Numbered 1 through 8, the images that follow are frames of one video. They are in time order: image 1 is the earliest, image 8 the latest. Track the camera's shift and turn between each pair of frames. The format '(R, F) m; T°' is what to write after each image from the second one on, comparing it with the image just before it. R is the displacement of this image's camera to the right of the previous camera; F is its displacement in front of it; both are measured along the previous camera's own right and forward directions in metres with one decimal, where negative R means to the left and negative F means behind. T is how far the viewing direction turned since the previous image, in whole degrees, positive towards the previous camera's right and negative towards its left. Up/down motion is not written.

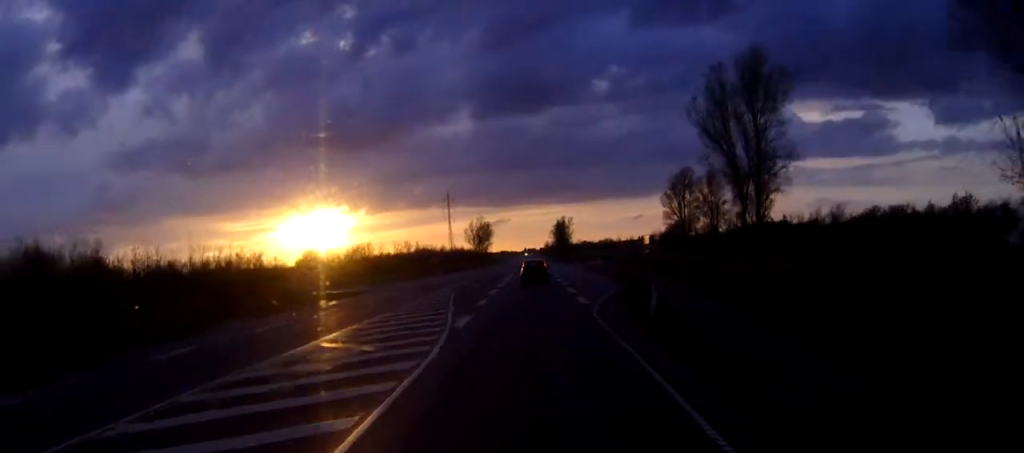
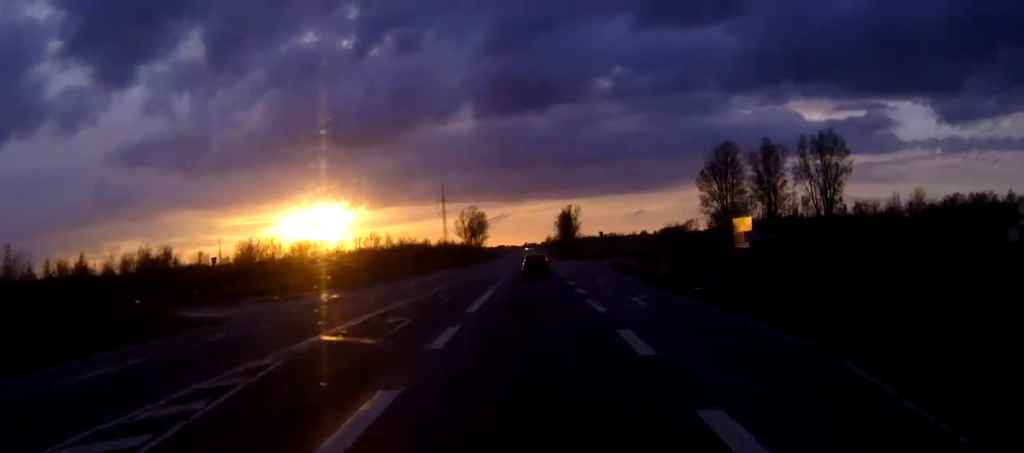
(0.0, +29.2) m; 0°
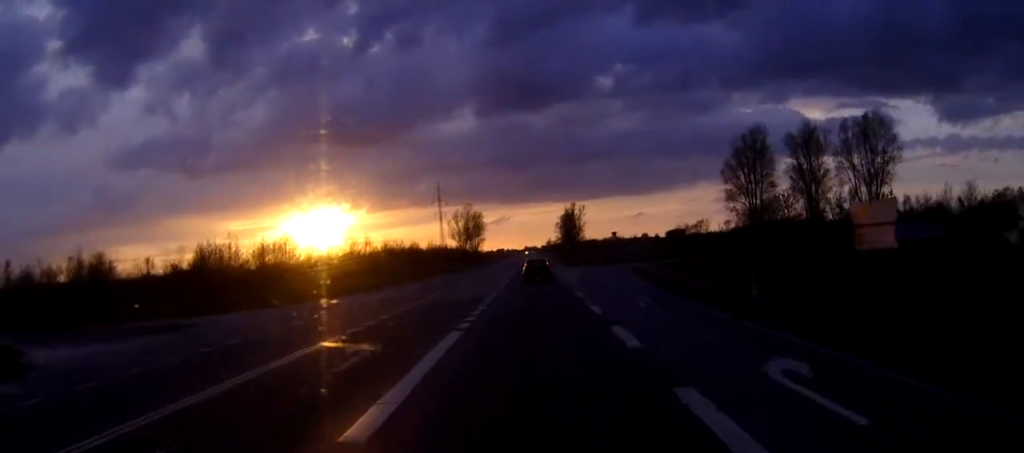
(0.0, +14.3) m; 0°
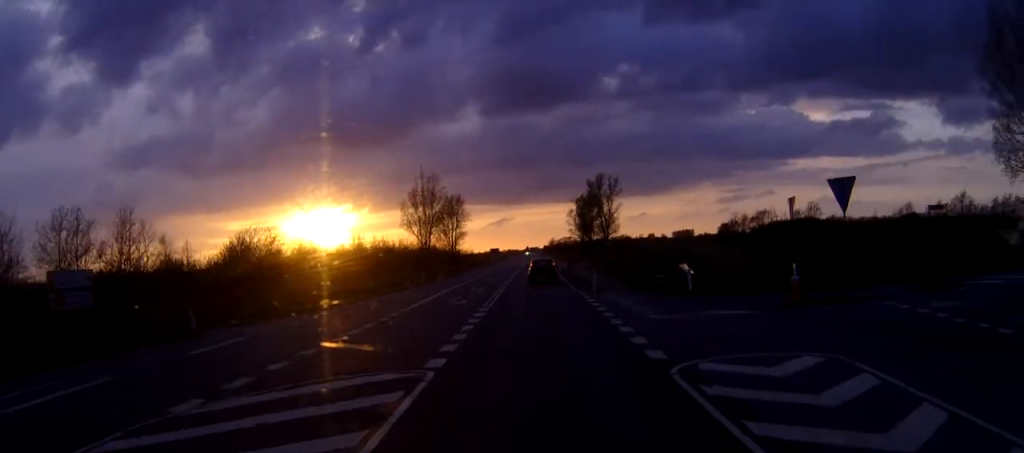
(-0.2, +59.1) m; 0°
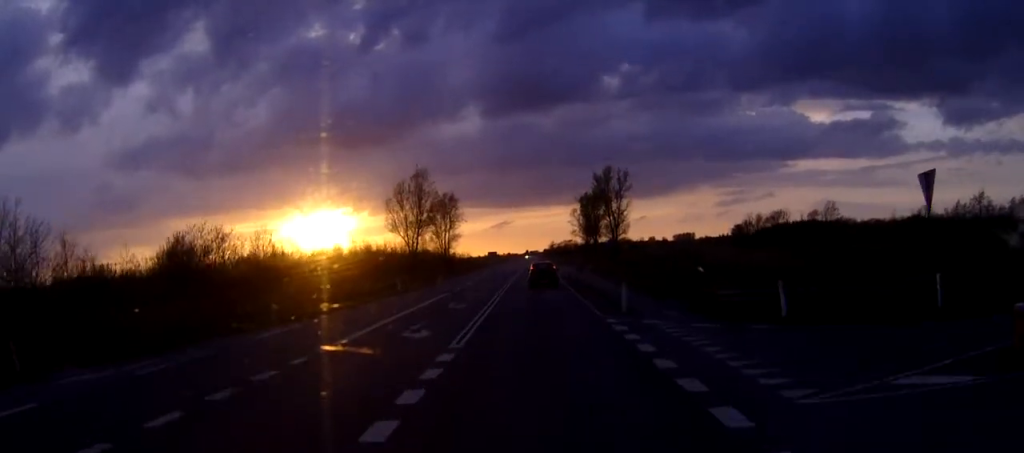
(0.0, +10.7) m; 0°
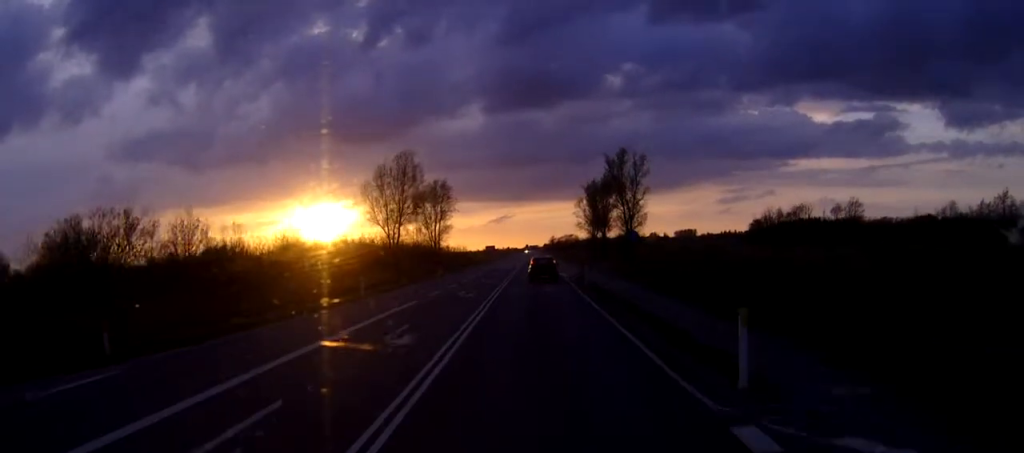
(0.0, +12.8) m; 0°
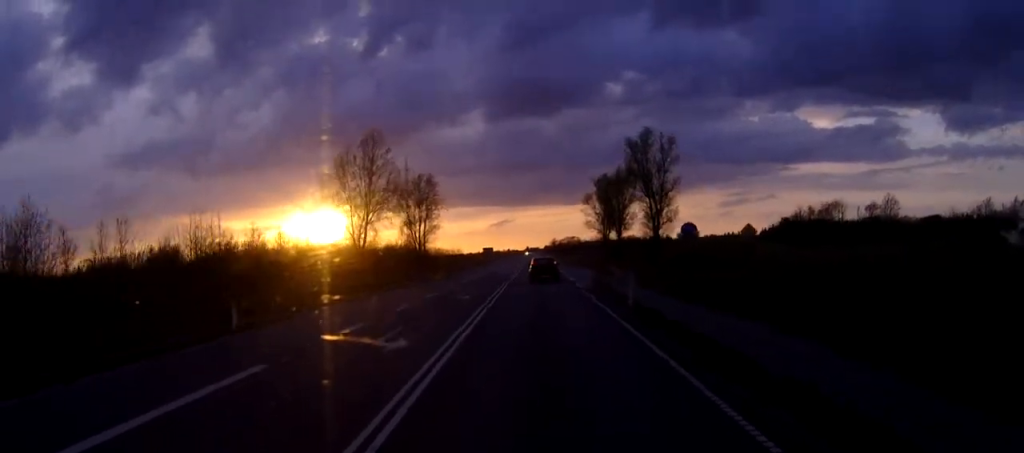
(0.0, +16.3) m; 0°
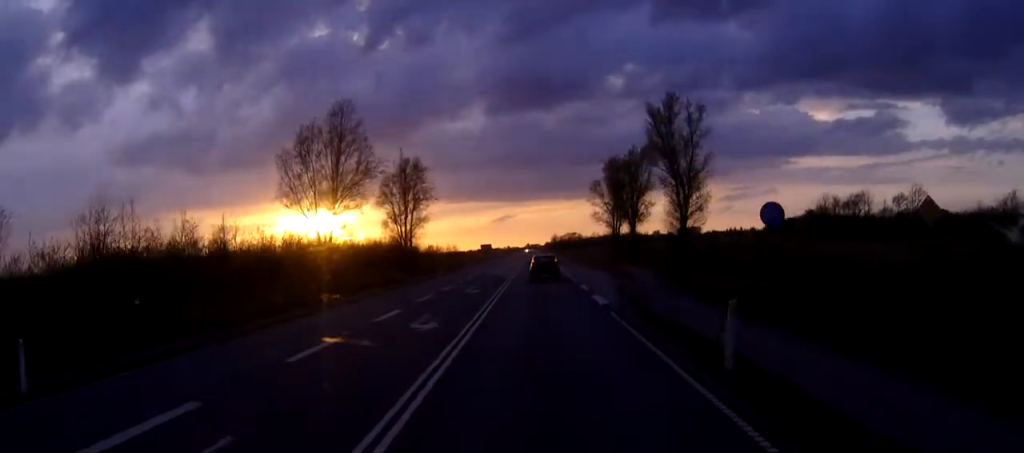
(0.0, +10.8) m; 0°
